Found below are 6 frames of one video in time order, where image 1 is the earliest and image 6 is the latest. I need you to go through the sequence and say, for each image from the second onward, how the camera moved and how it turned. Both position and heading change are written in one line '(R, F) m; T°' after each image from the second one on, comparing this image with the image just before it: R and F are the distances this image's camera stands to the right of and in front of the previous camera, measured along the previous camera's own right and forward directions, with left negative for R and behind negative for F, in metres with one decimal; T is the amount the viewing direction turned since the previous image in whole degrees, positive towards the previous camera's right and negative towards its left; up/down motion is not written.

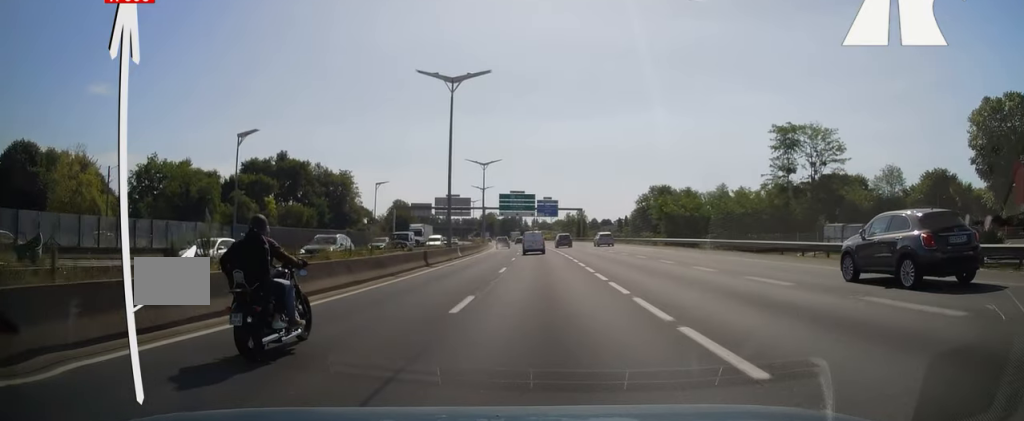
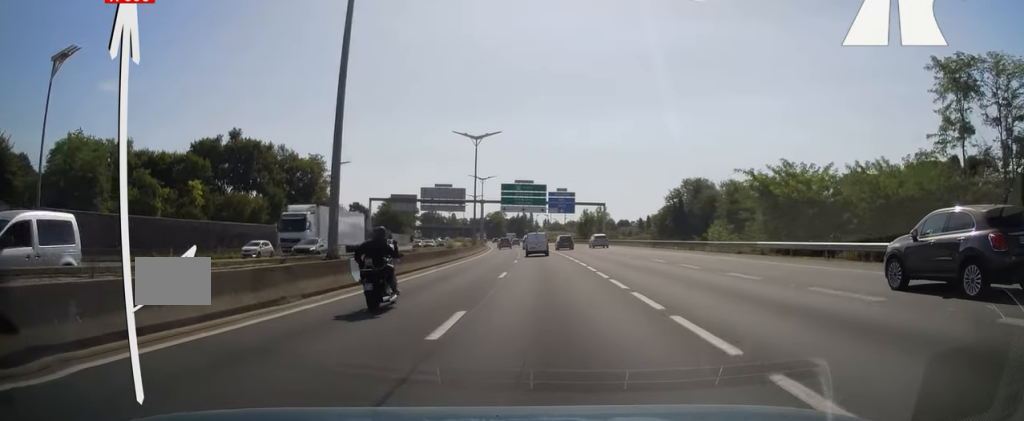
(0.0, +28.7) m; 0°
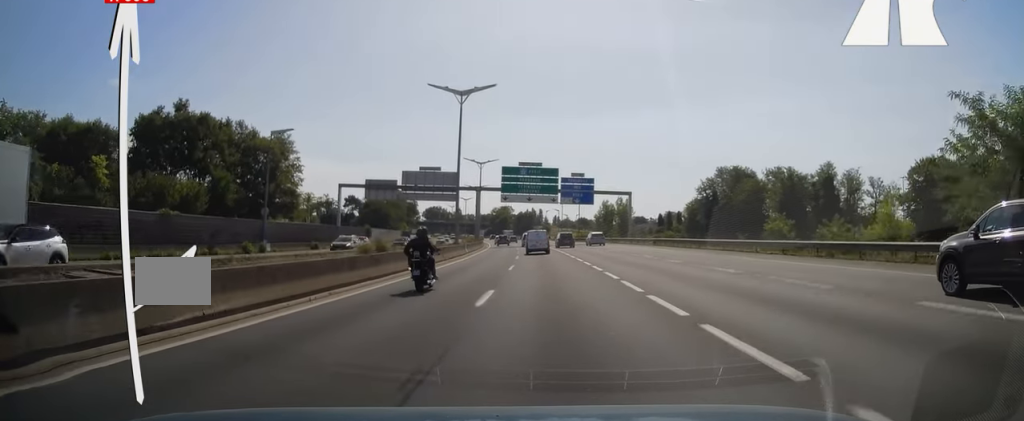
(0.0, +22.6) m; -1°
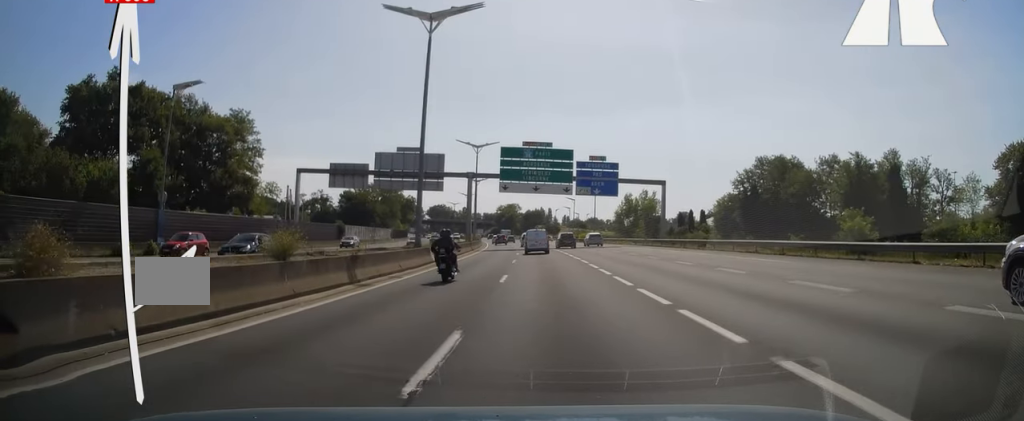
(-0.4, +19.6) m; -1°
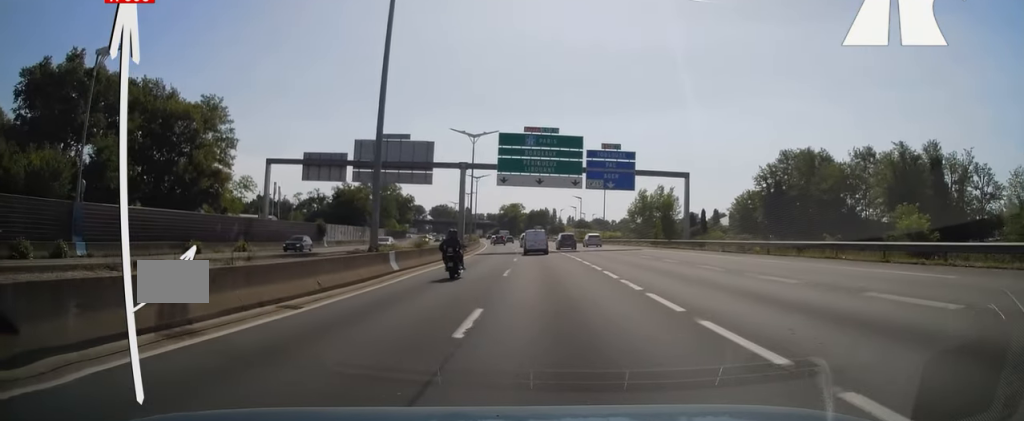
(0.0, +9.8) m; 0°
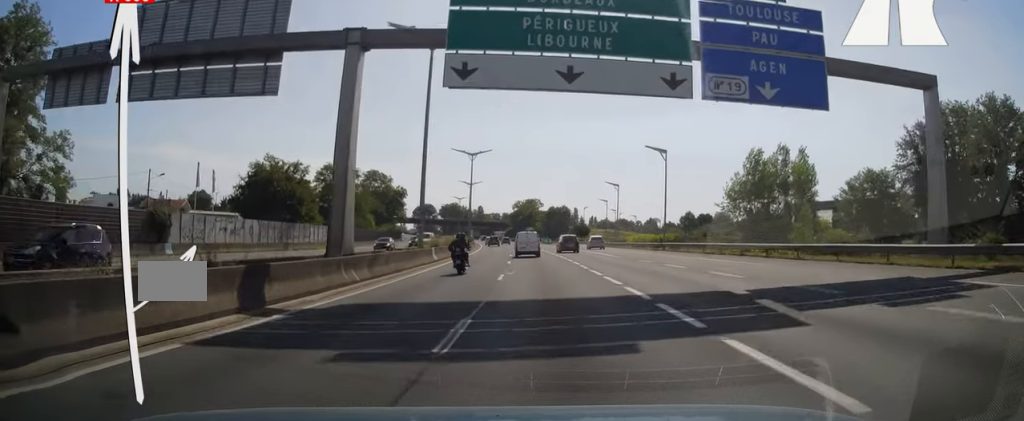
(-0.7, +39.9) m; -2°
